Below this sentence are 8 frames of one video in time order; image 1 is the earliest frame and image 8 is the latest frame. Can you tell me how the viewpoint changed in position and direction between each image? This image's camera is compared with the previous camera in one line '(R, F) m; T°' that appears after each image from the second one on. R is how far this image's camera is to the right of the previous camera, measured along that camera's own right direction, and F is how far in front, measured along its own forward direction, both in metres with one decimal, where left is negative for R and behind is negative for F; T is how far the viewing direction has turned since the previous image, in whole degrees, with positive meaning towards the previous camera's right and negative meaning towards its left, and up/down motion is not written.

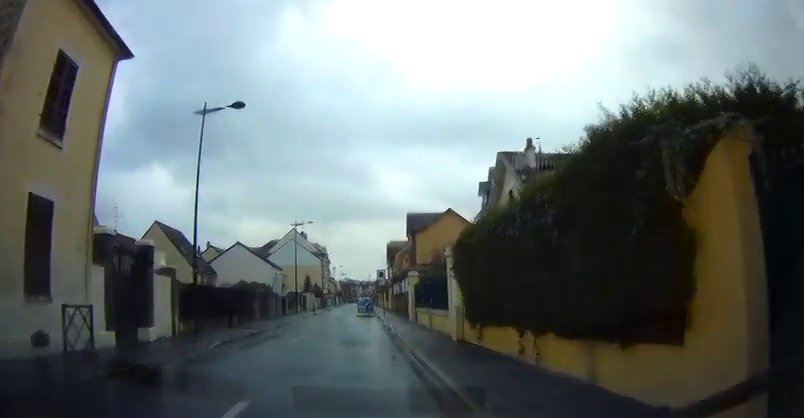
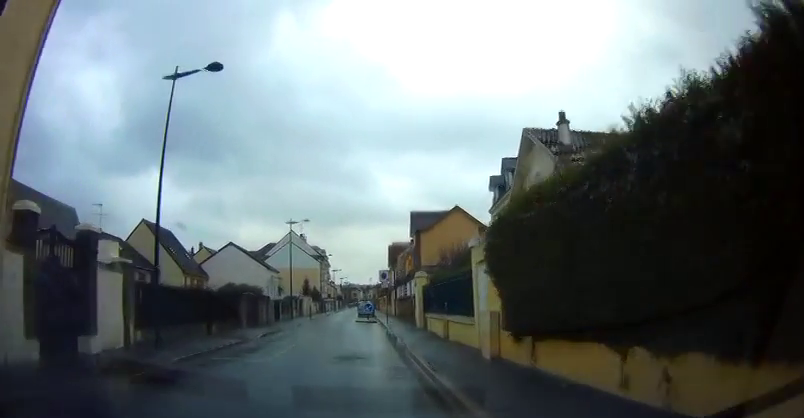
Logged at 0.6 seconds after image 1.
(-0.2, +3.5) m; -1°
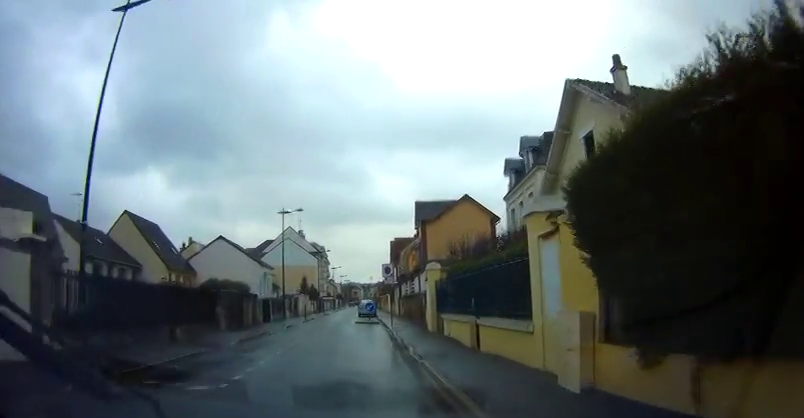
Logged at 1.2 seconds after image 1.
(0.0, +4.1) m; -1°
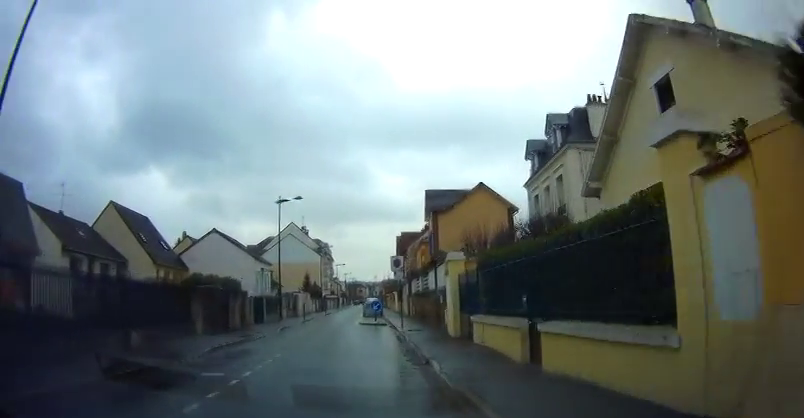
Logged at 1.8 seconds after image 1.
(+0.1, +3.7) m; -1°
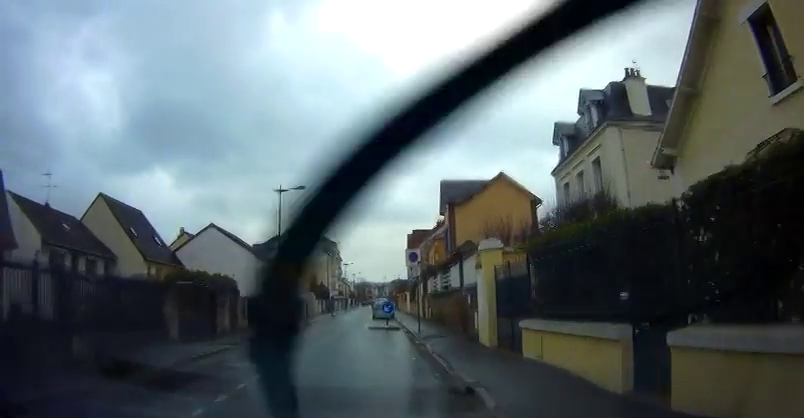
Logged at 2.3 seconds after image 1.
(-0.1, +3.5) m; -1°
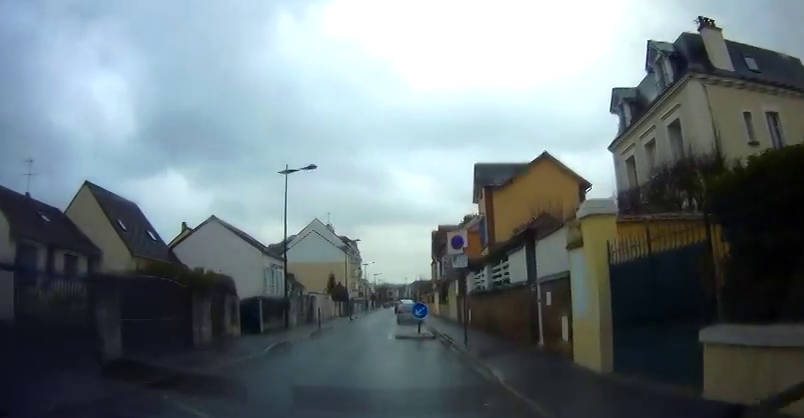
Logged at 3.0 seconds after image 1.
(-0.1, +5.2) m; -2°
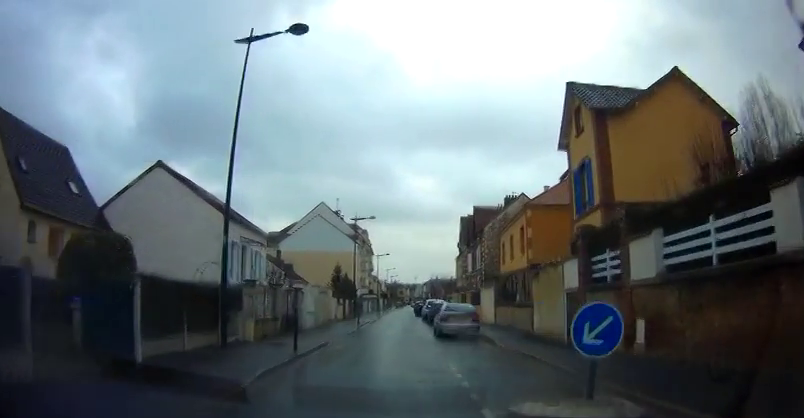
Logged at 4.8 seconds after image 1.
(-0.4, +13.5) m; 0°
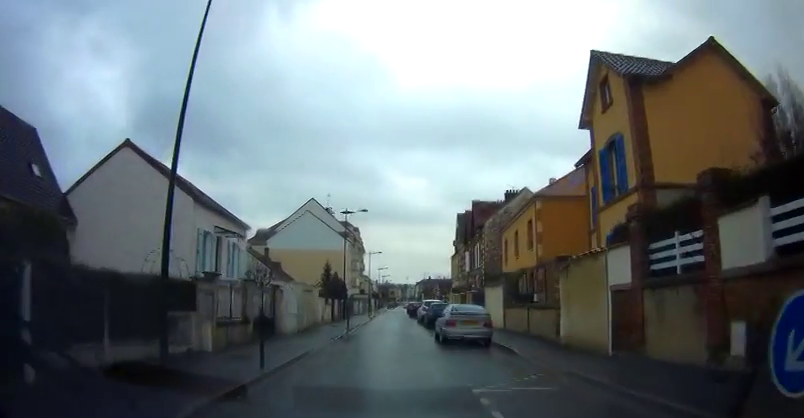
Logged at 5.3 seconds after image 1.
(+0.1, +3.2) m; +2°
